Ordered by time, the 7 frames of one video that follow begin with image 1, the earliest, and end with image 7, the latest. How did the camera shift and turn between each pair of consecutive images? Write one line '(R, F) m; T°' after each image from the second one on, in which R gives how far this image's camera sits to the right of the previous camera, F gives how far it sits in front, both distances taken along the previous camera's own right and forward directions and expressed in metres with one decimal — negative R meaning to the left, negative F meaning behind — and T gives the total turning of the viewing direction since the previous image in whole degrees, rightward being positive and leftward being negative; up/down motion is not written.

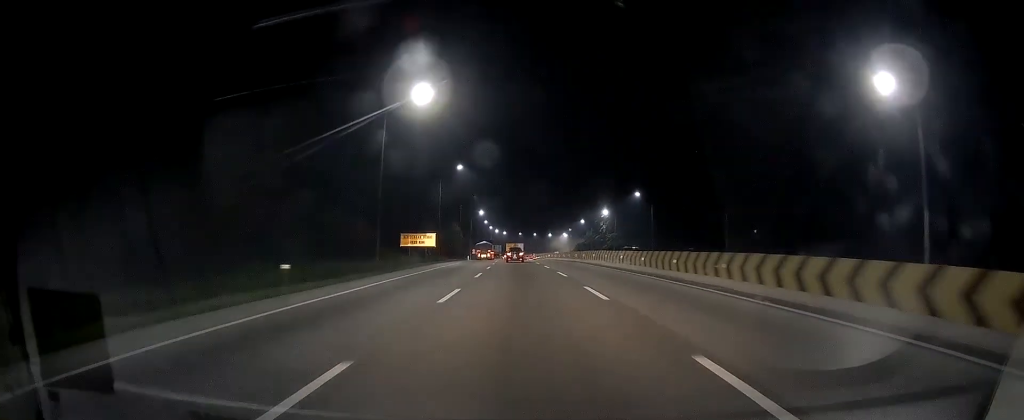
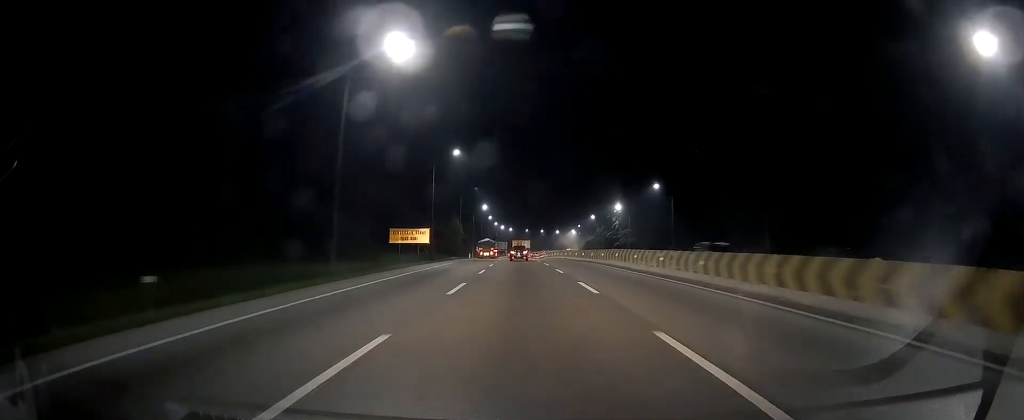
(+0.1, +10.2) m; -1°
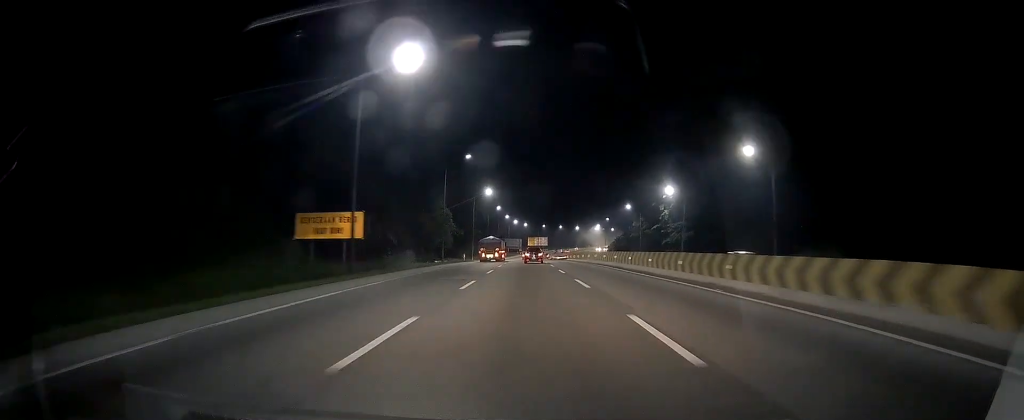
(-0.6, +34.0) m; -1°
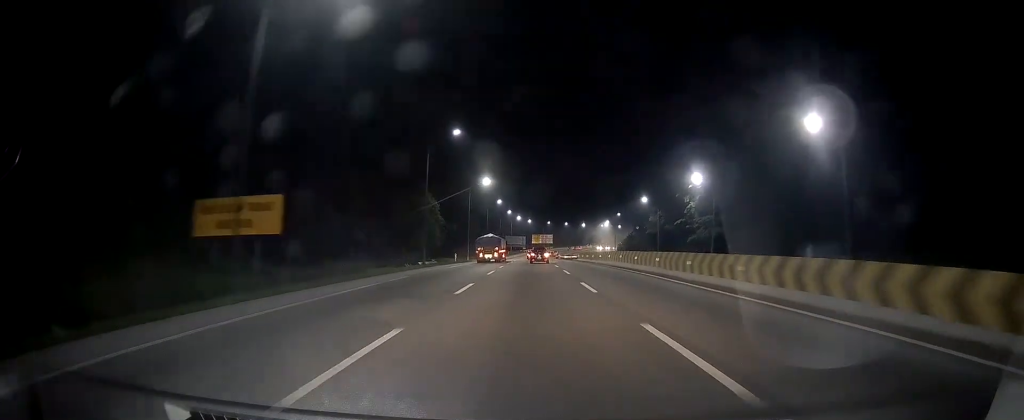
(+0.4, +13.7) m; 0°
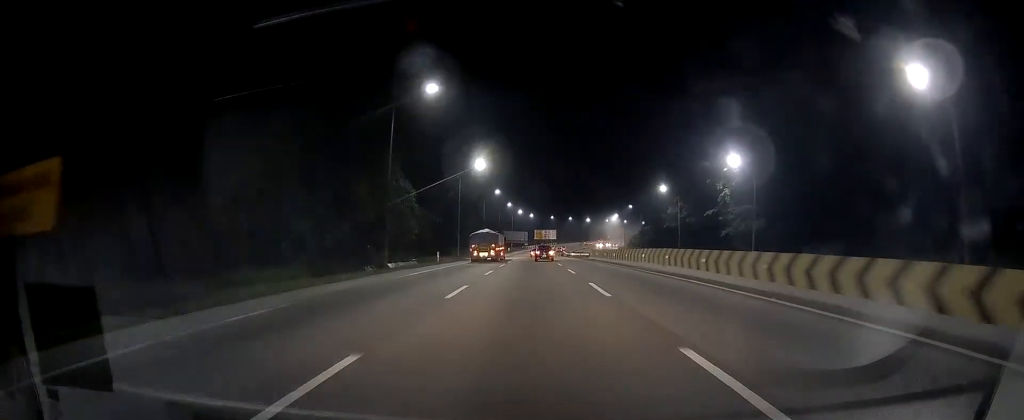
(-0.4, +14.4) m; -1°
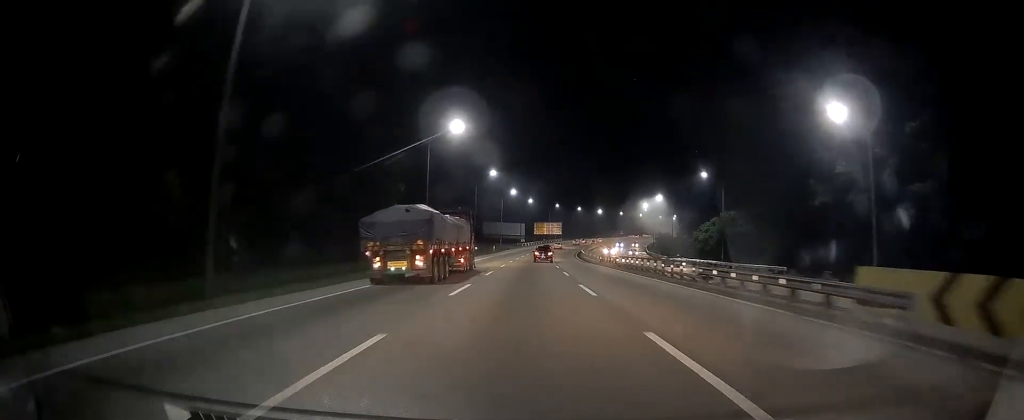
(-0.5, +58.4) m; 0°
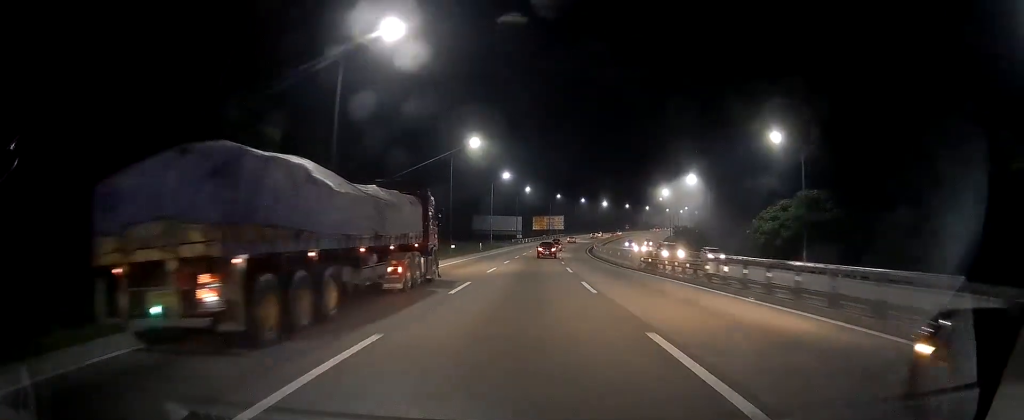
(-0.1, +24.3) m; +1°
